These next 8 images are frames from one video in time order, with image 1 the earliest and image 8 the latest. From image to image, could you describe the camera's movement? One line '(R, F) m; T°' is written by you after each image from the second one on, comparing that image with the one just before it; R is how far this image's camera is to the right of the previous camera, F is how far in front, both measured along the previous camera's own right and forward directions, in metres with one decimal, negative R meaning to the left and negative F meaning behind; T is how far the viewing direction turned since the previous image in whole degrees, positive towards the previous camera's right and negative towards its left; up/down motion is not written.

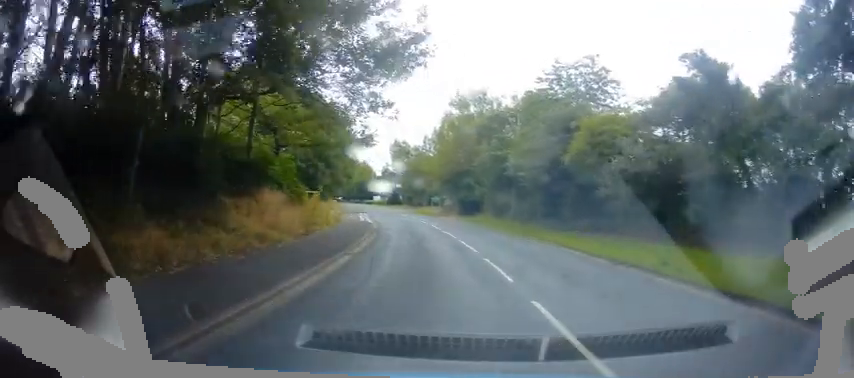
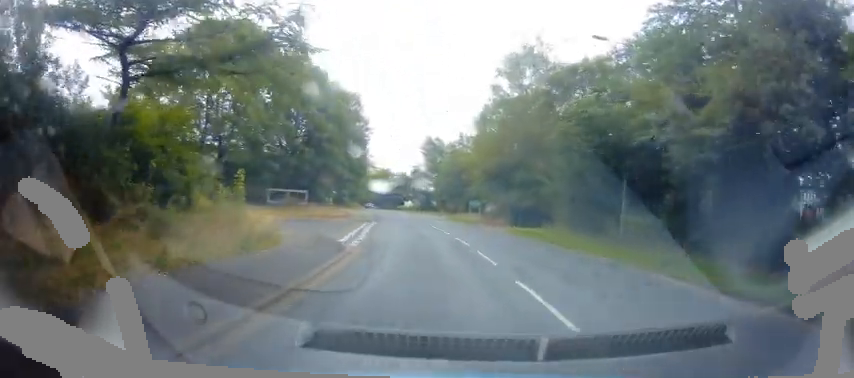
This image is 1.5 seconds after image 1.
(-2.9, +15.4) m; -16°
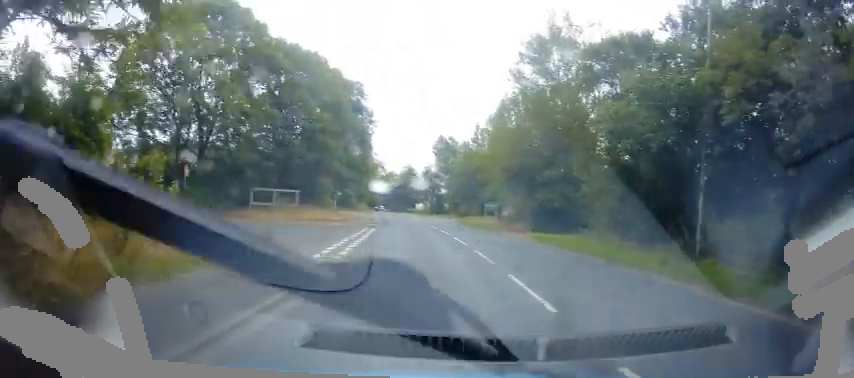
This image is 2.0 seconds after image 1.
(+0.8, +5.1) m; -5°
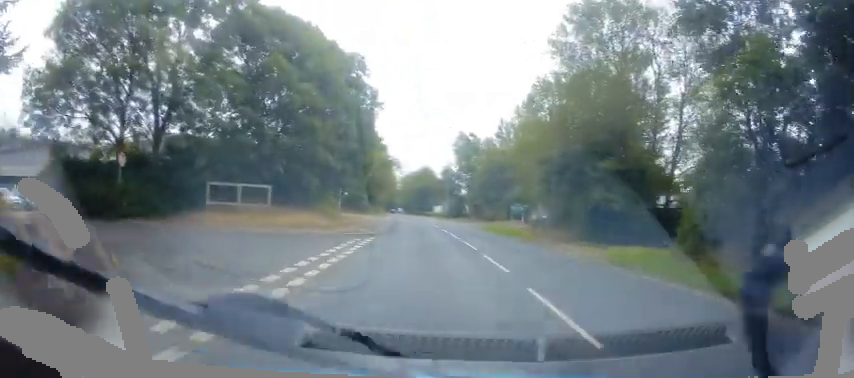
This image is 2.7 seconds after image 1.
(-2.4, +8.1) m; -7°
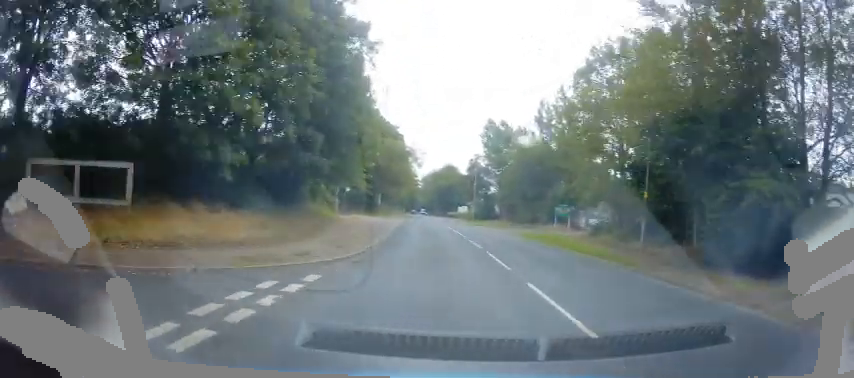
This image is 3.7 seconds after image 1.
(+0.5, +11.4) m; +4°
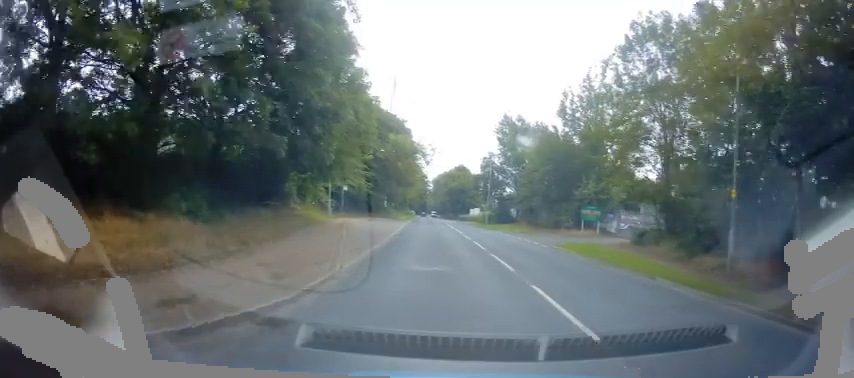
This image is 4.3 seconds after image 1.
(+0.1, +5.9) m; 0°
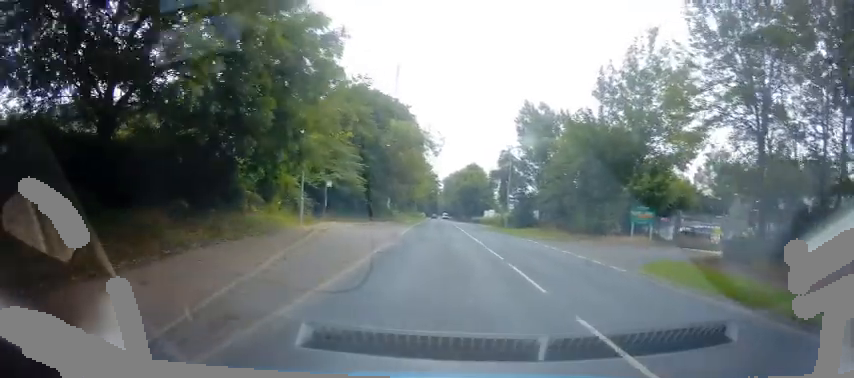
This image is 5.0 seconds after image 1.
(-0.1, +8.6) m; -4°
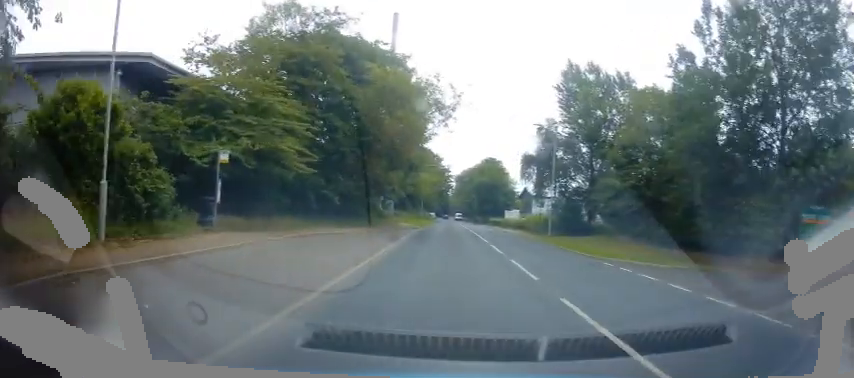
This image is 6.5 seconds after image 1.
(-1.3, +16.3) m; -5°
